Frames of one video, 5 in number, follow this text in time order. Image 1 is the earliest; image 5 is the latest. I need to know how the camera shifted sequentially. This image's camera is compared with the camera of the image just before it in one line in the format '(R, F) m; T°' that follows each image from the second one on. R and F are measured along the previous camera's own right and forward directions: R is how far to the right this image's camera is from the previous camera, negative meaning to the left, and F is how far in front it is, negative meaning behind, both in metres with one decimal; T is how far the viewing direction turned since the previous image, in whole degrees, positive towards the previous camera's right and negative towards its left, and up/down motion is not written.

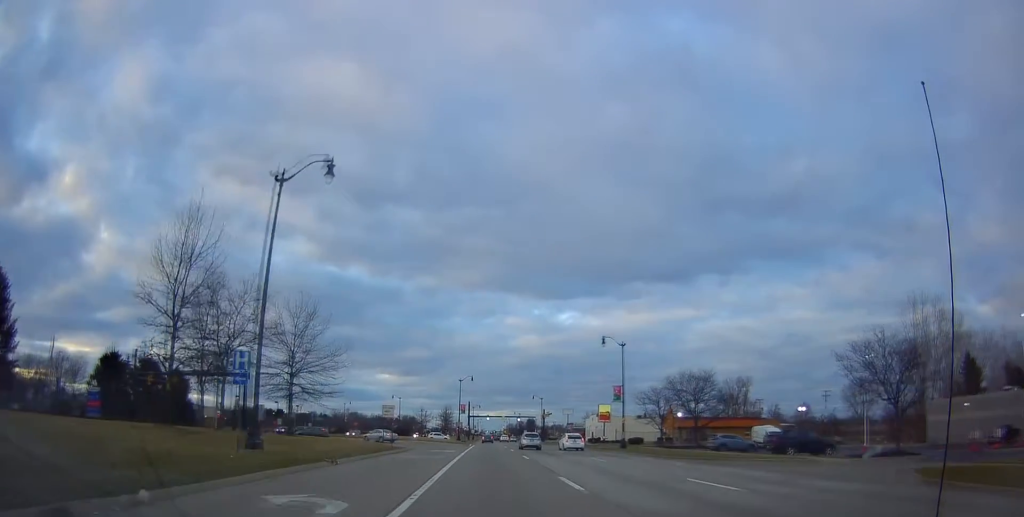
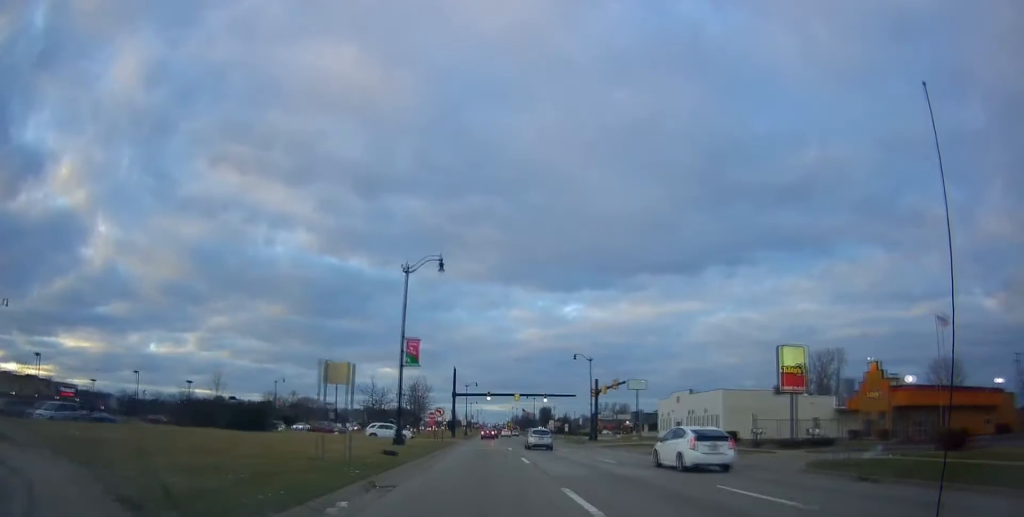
(-0.5, +63.9) m; -1°
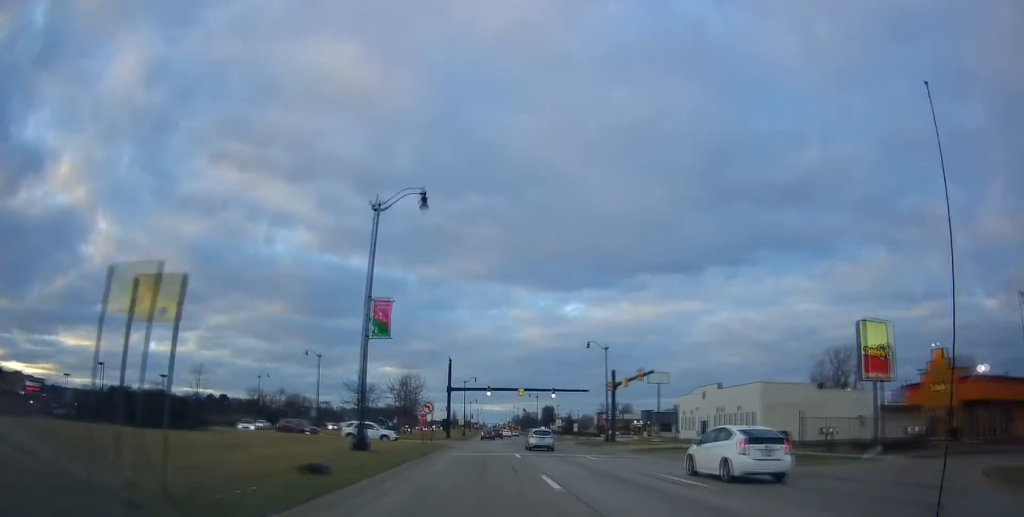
(+0.1, +9.5) m; -1°
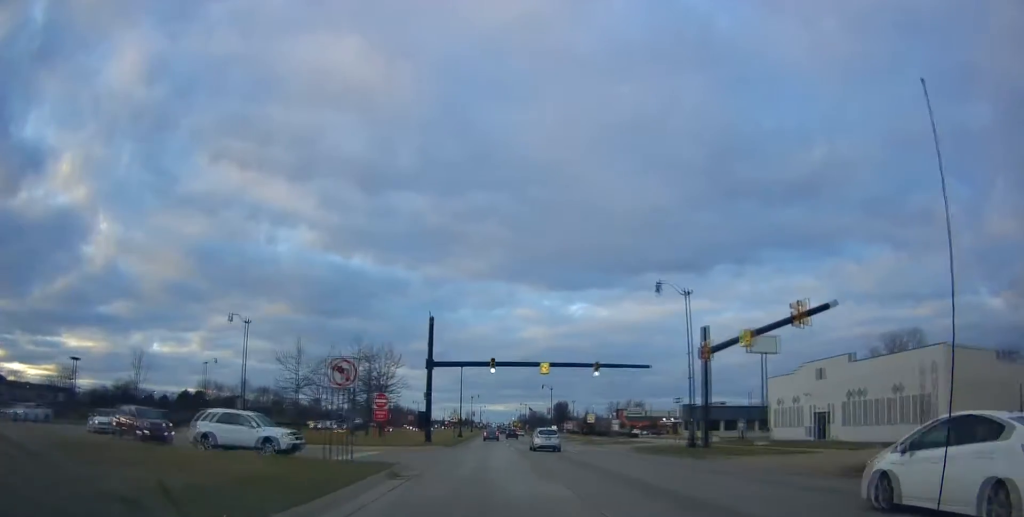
(-0.3, +25.5) m; +1°
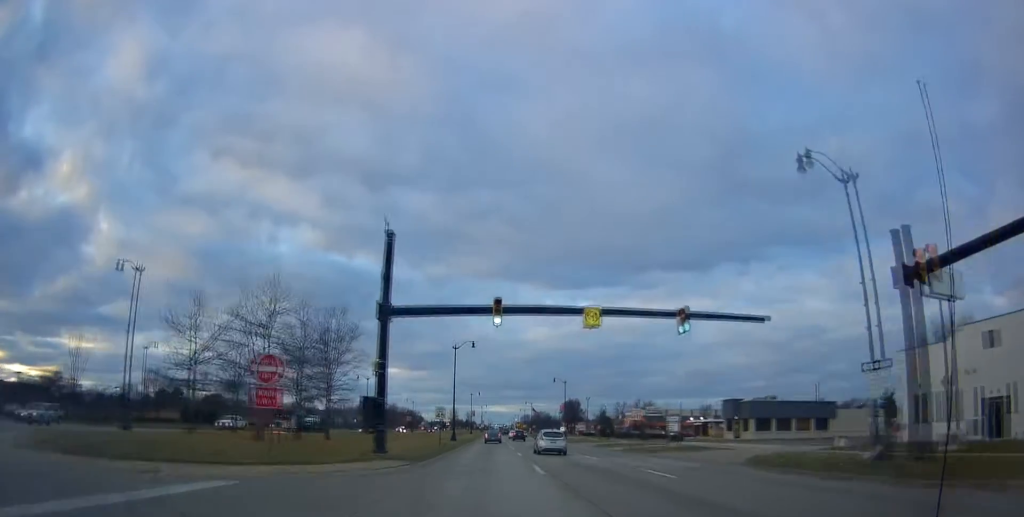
(+0.3, +19.1) m; +1°
